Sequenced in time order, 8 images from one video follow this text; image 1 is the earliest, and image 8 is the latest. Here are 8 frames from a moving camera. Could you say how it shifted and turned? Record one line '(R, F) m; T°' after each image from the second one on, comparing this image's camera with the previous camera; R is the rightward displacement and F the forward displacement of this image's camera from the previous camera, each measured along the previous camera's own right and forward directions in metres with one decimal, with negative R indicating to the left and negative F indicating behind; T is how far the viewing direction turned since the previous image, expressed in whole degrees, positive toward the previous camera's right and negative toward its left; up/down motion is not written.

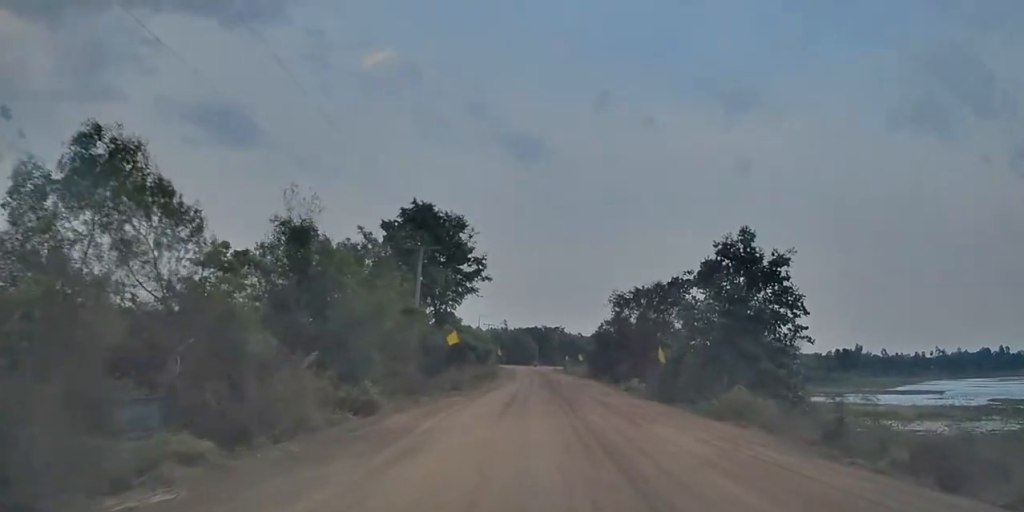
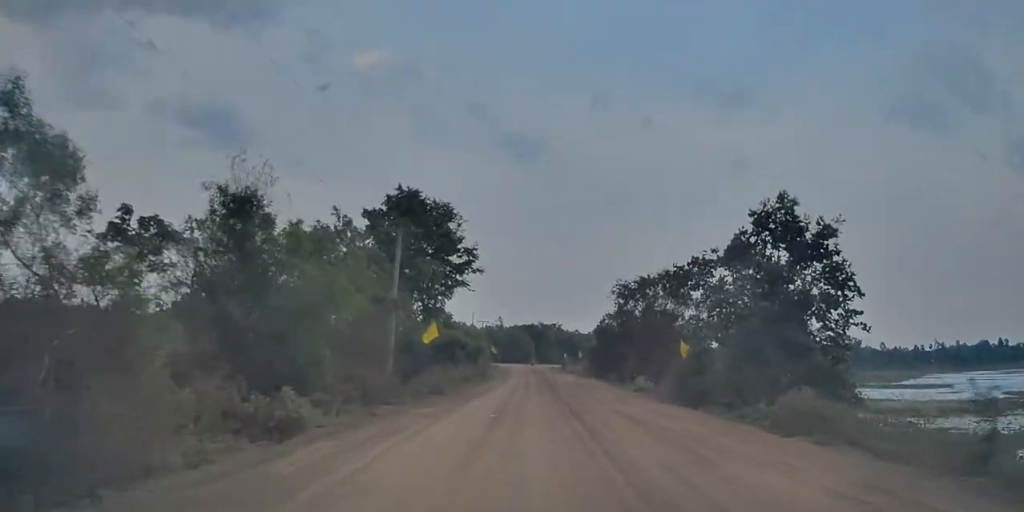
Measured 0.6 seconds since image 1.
(0.0, +5.2) m; +1°
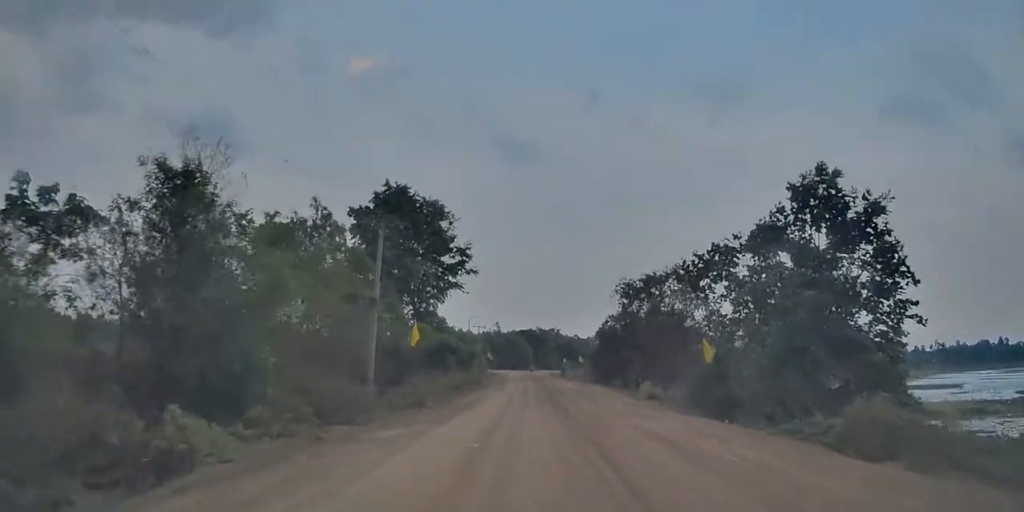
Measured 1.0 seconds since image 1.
(-0.1, +3.6) m; +1°
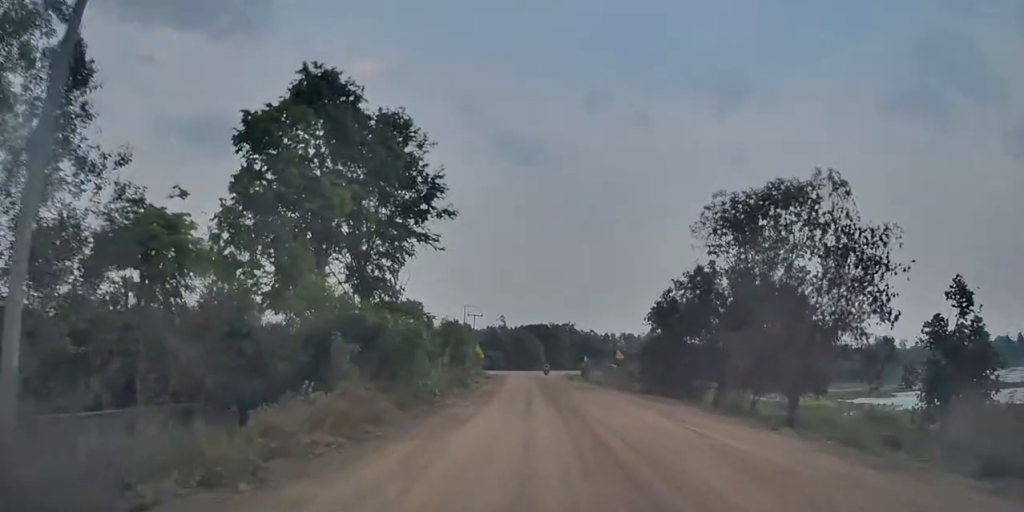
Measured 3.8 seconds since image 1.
(-0.2, +23.4) m; -2°
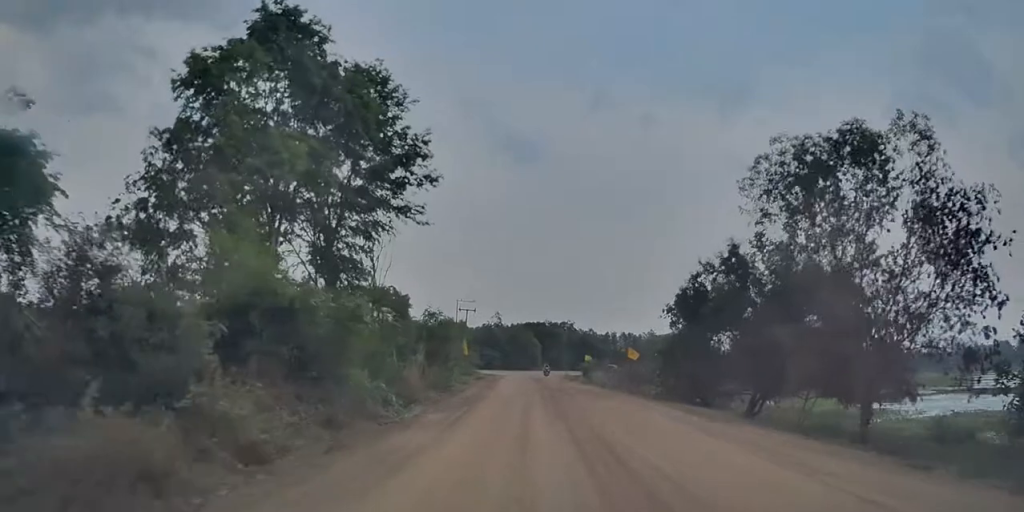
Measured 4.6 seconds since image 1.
(0.0, +6.2) m; +1°
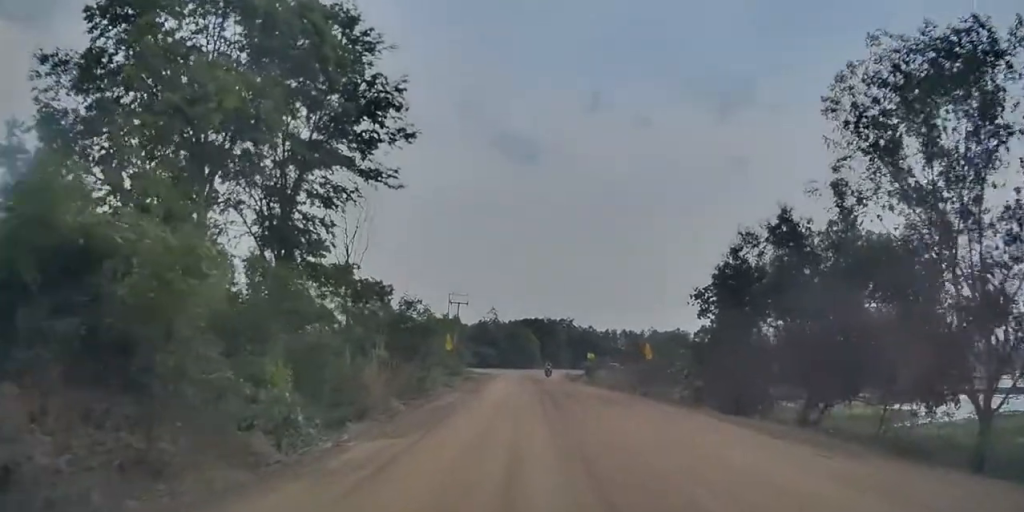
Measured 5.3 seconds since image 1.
(+0.1, +6.3) m; +1°
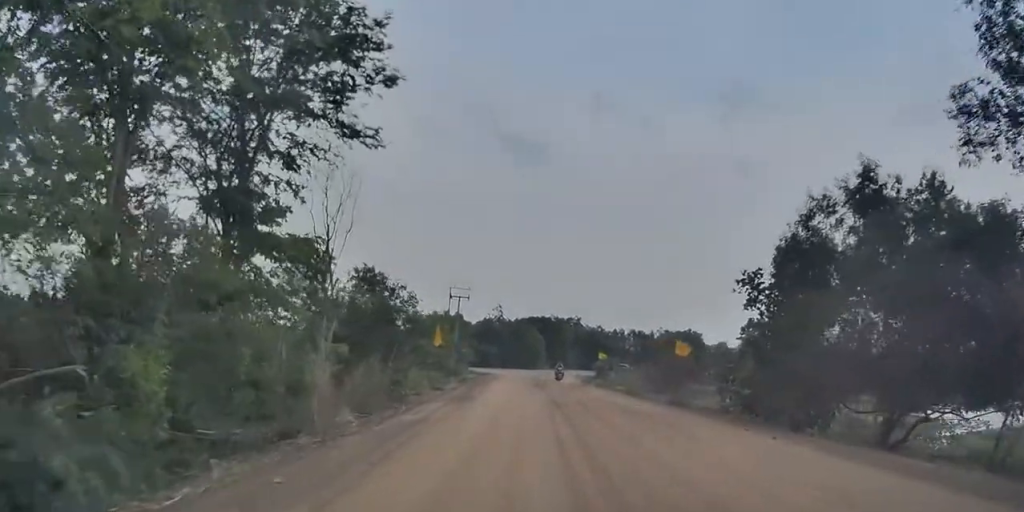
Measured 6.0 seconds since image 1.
(+0.2, +5.4) m; 0°
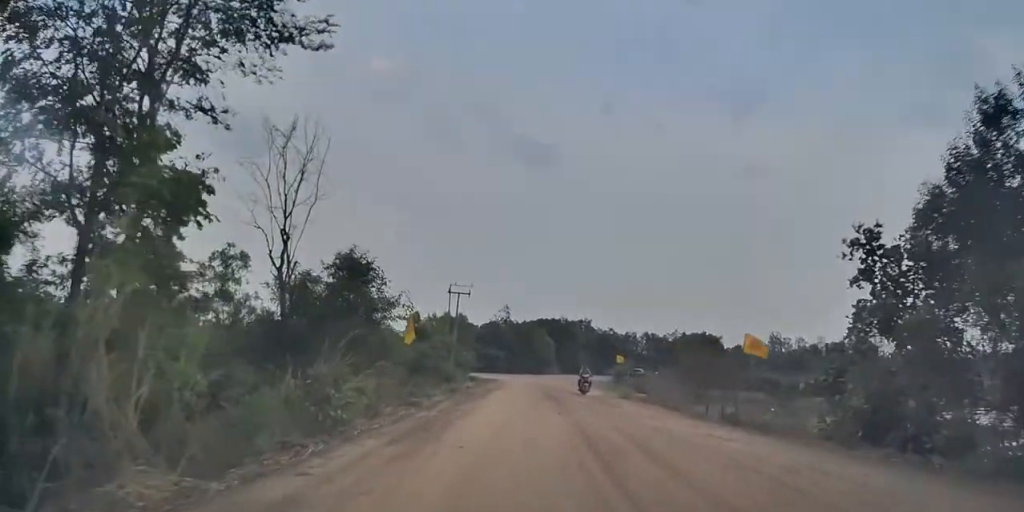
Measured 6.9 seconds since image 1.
(-0.2, +7.3) m; -1°
